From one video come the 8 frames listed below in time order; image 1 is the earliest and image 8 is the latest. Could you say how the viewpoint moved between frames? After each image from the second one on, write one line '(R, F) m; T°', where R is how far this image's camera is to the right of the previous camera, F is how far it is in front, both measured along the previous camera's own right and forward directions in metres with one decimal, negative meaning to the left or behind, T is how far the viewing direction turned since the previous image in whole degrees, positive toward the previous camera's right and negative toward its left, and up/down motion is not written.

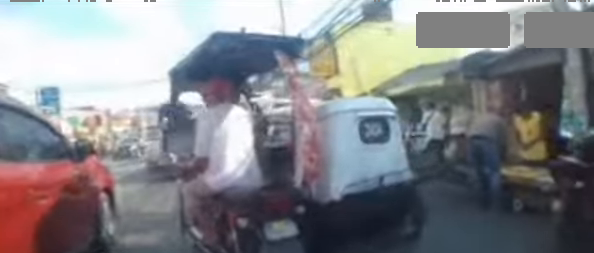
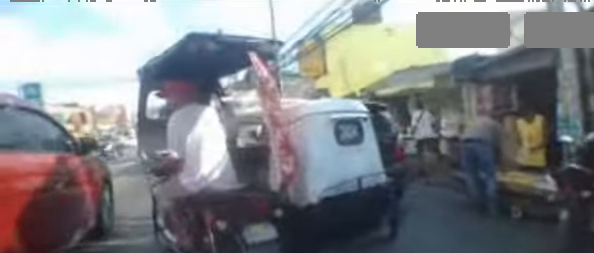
(0.0, 0.0) m; 0°
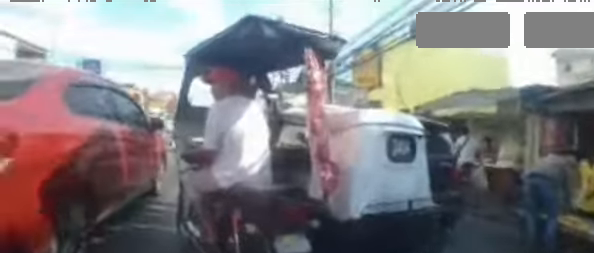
(0.0, 0.0) m; 0°
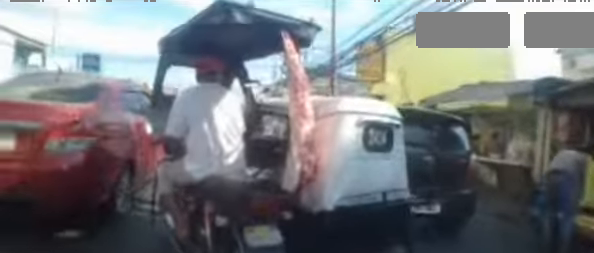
(0.0, 0.0) m; 0°
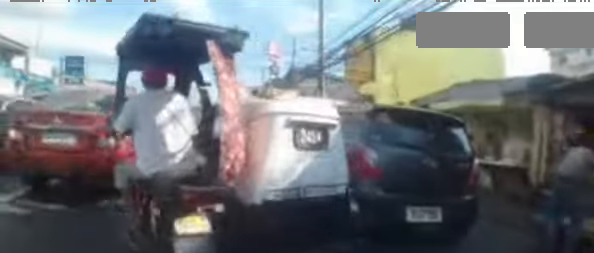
(+0.1, +0.2) m; 0°
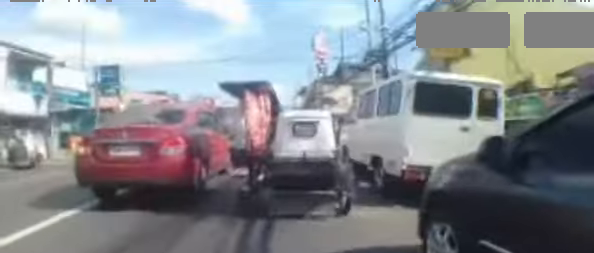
(+0.8, +3.3) m; +4°
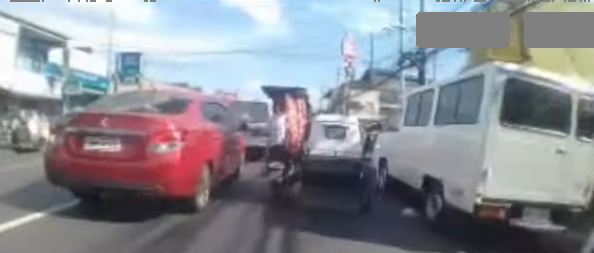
(-0.2, +1.2) m; +1°
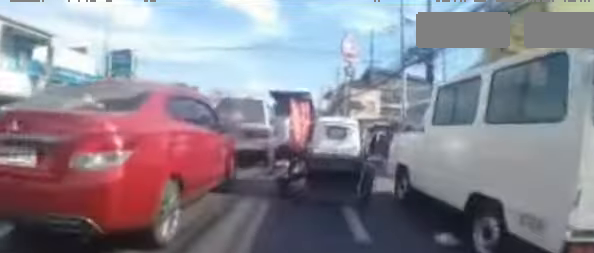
(+0.2, +1.2) m; +7°
